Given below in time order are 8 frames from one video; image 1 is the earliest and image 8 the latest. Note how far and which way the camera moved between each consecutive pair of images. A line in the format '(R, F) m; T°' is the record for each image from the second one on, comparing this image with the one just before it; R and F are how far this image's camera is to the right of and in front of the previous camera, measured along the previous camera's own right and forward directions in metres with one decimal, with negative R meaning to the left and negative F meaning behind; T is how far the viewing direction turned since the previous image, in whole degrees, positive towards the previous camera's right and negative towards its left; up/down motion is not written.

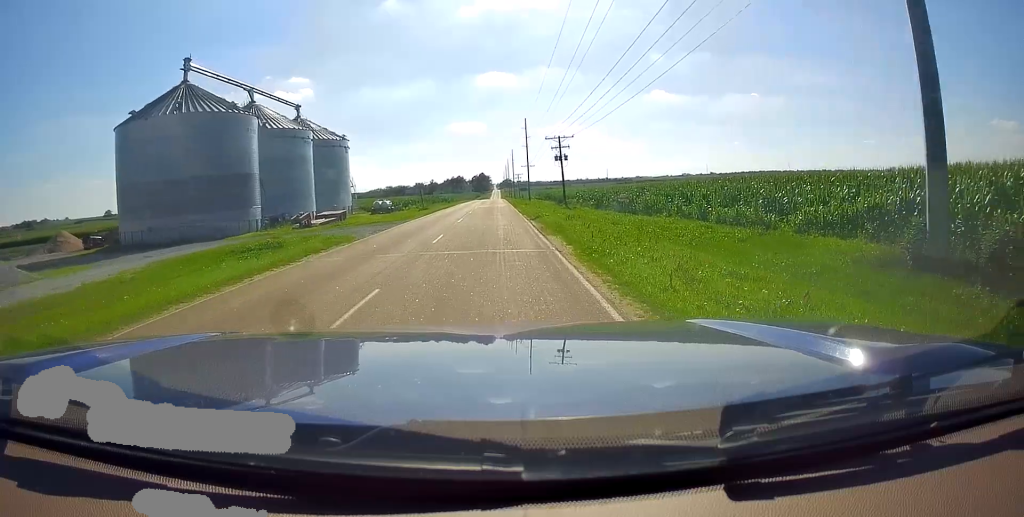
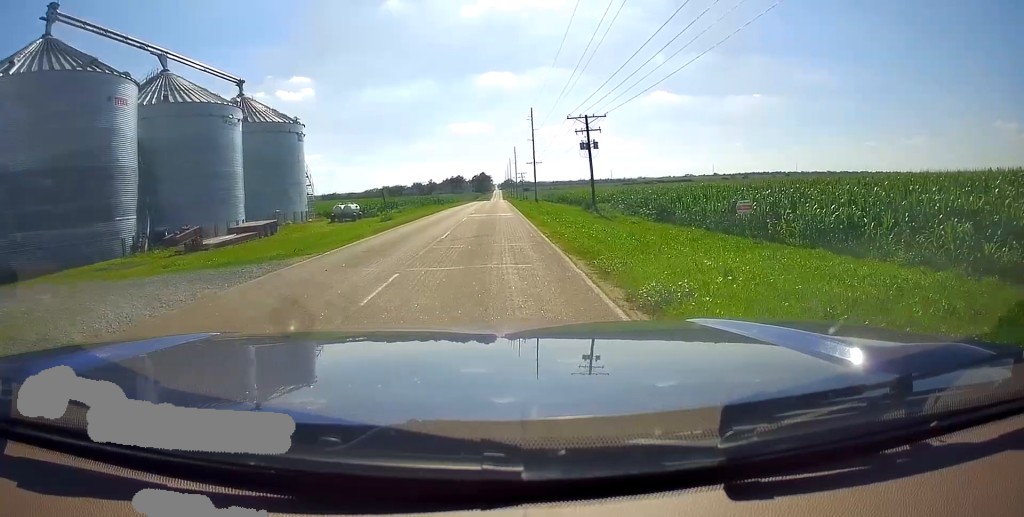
(-0.2, +21.4) m; -1°
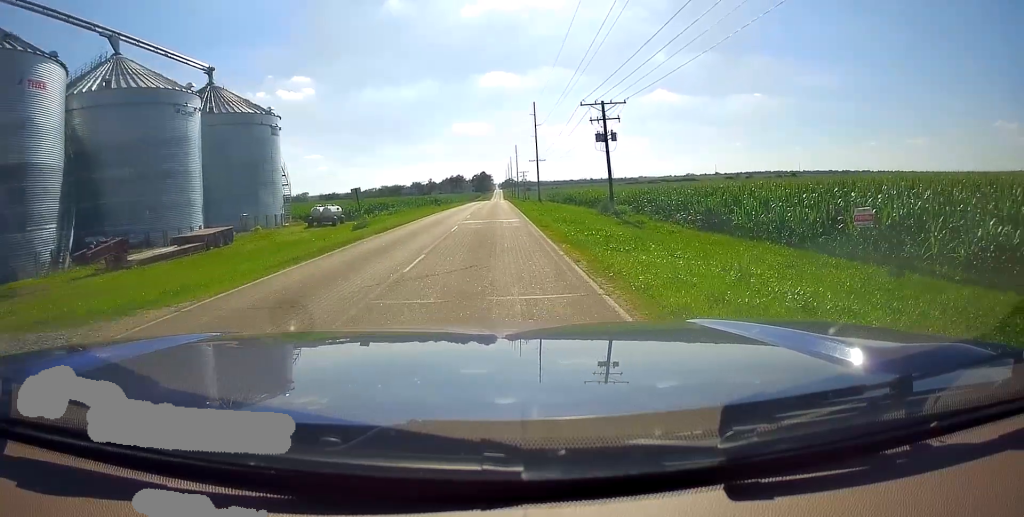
(-0.1, +8.0) m; 0°
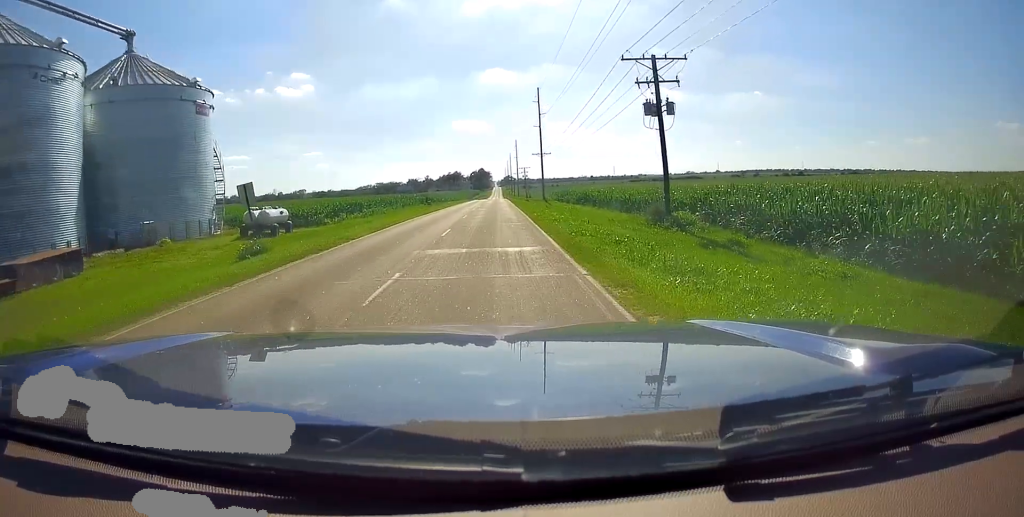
(0.0, +15.3) m; 0°
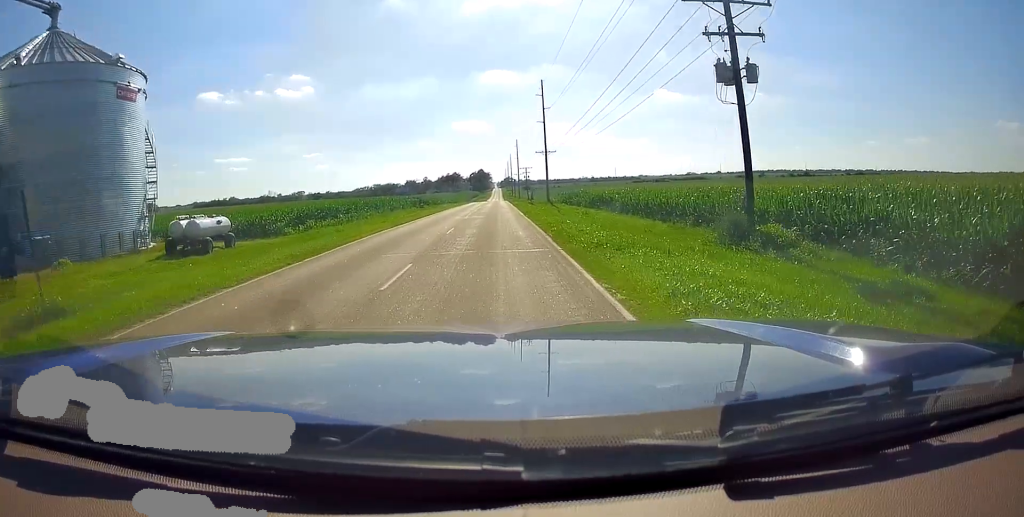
(0.0, +10.6) m; 0°
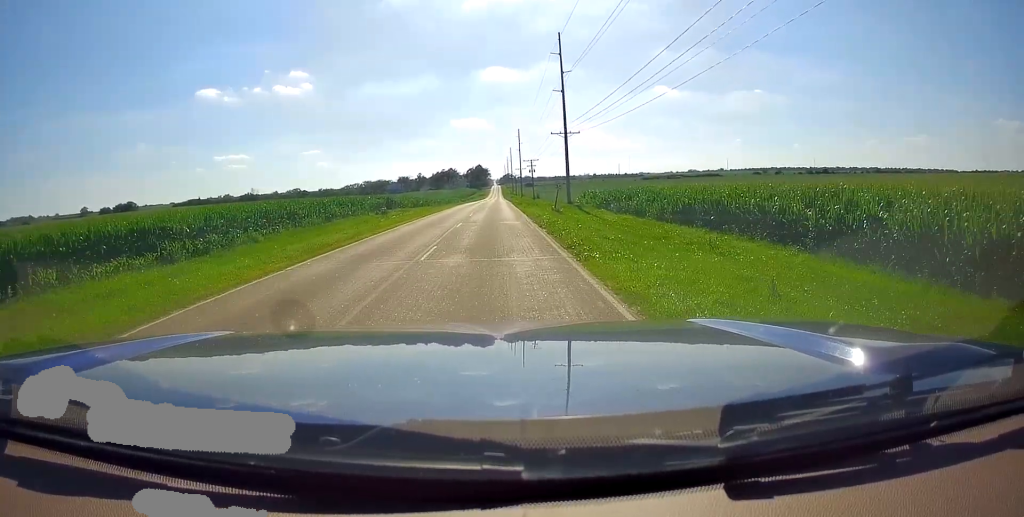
(-0.2, +32.0) m; -2°
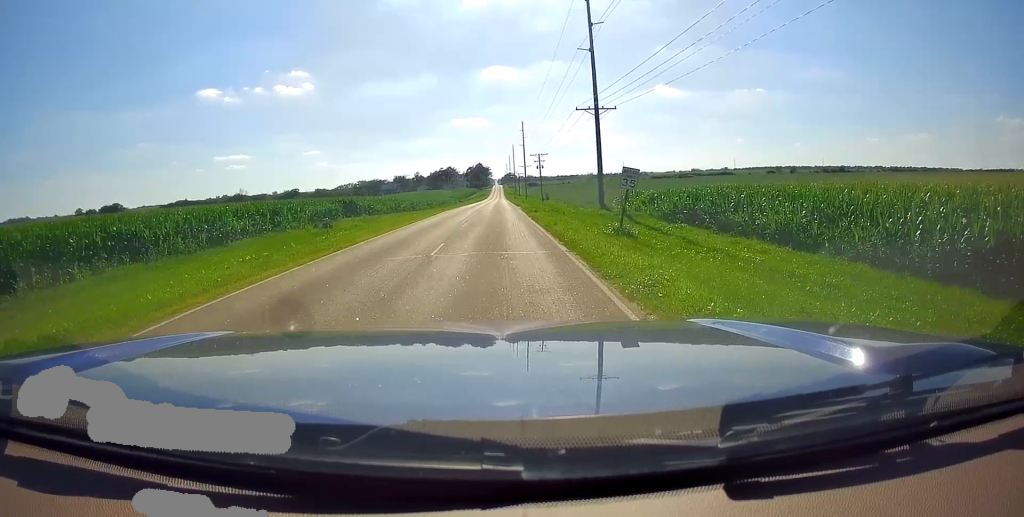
(-0.2, +23.0) m; +1°
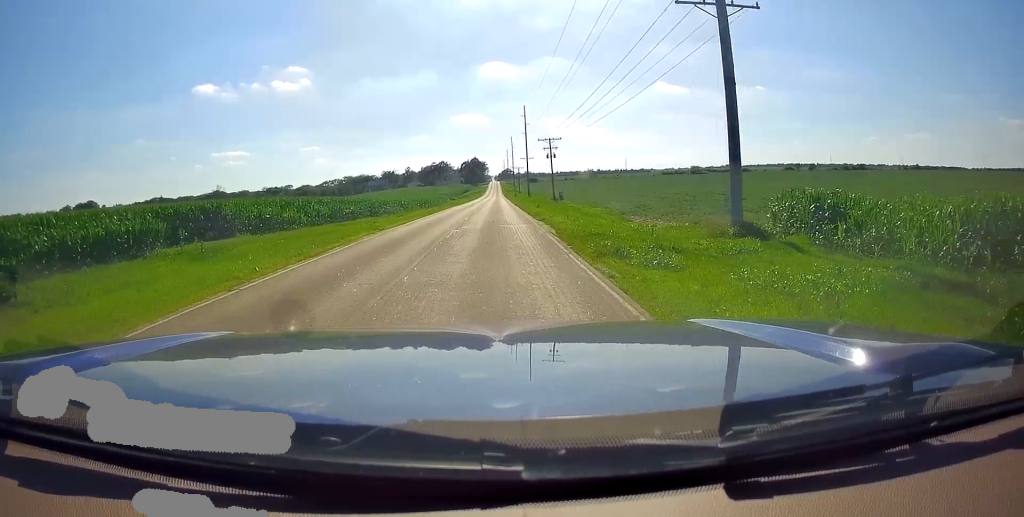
(+0.5, +30.8) m; +1°
